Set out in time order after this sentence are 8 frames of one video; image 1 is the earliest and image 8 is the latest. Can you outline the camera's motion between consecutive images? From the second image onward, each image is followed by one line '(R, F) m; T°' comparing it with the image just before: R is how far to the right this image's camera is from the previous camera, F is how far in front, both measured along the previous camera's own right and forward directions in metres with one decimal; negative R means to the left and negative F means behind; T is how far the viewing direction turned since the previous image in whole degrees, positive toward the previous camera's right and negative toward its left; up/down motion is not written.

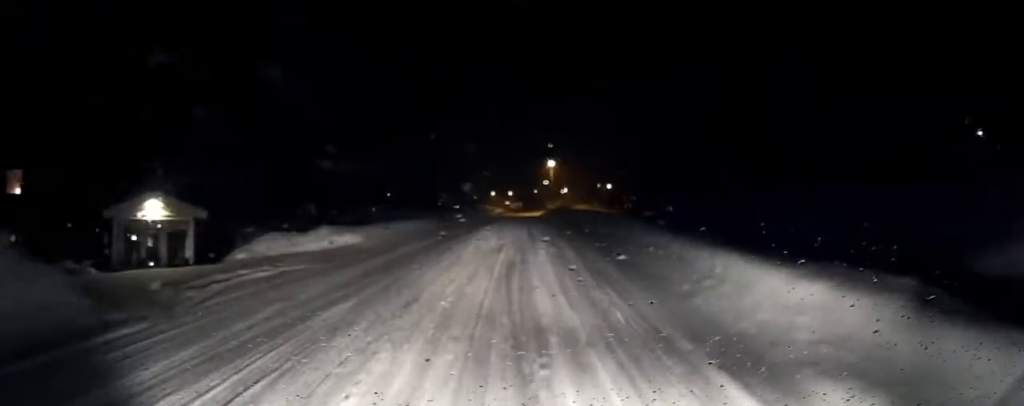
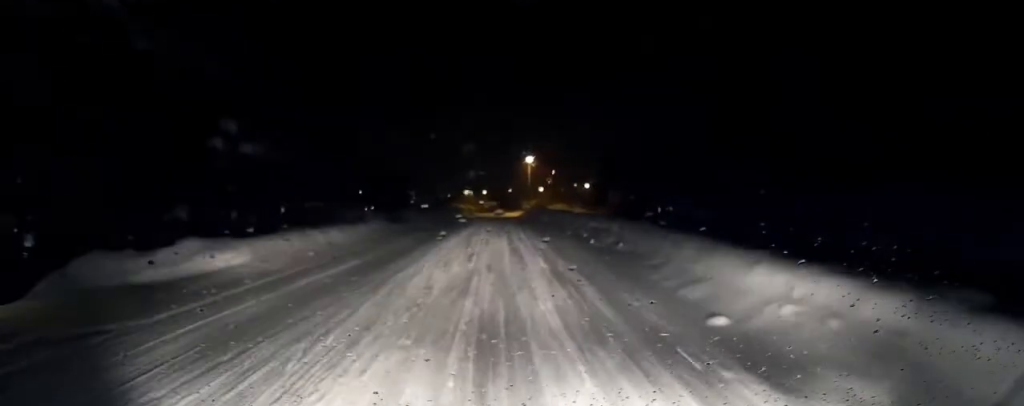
(+0.4, +7.4) m; +3°
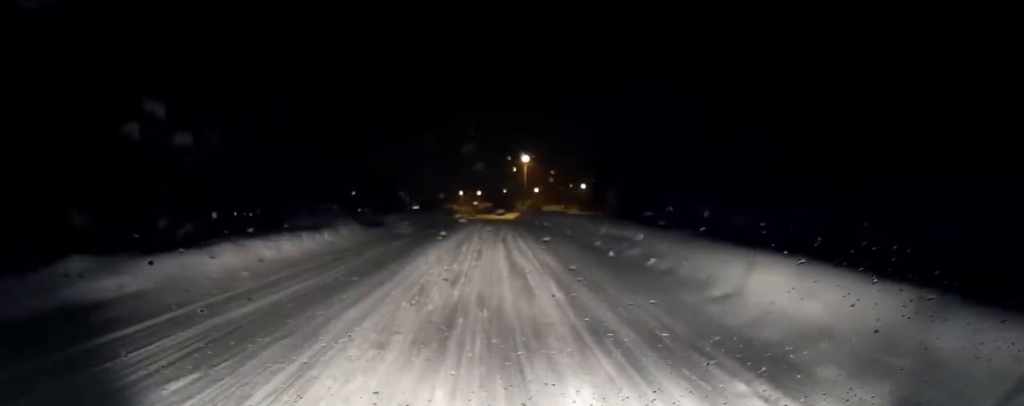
(0.0, +3.7) m; 0°
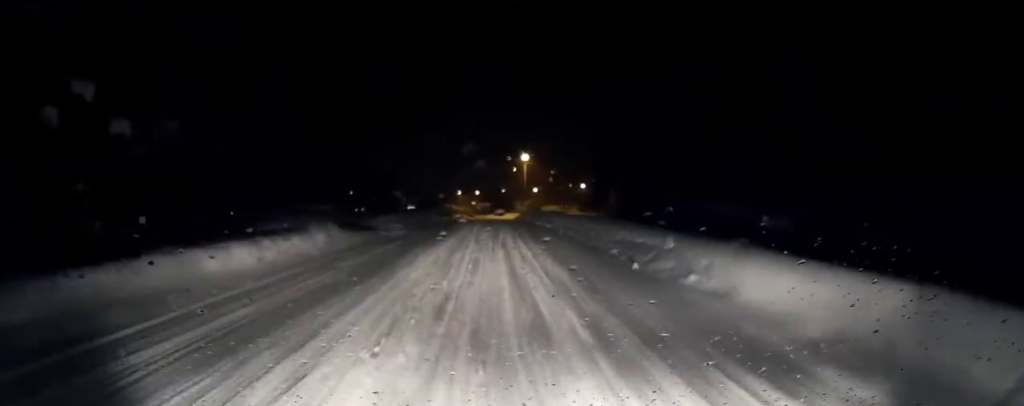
(-0.1, +2.7) m; -1°
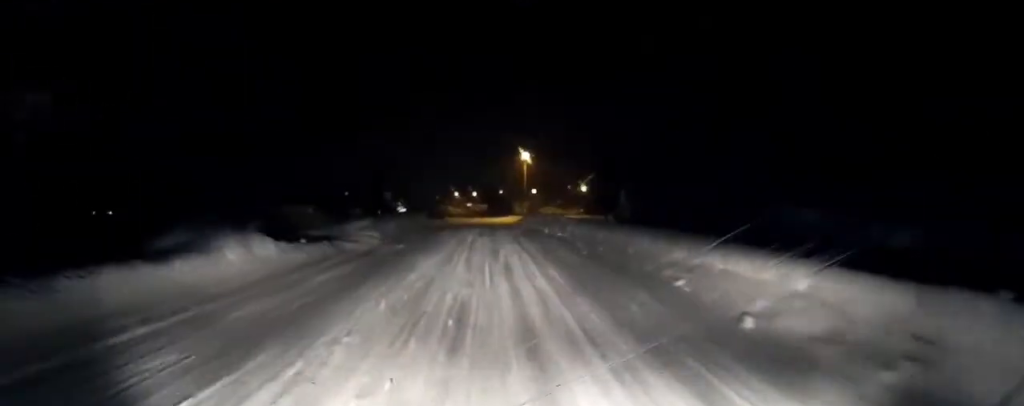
(0.0, +5.7) m; 0°
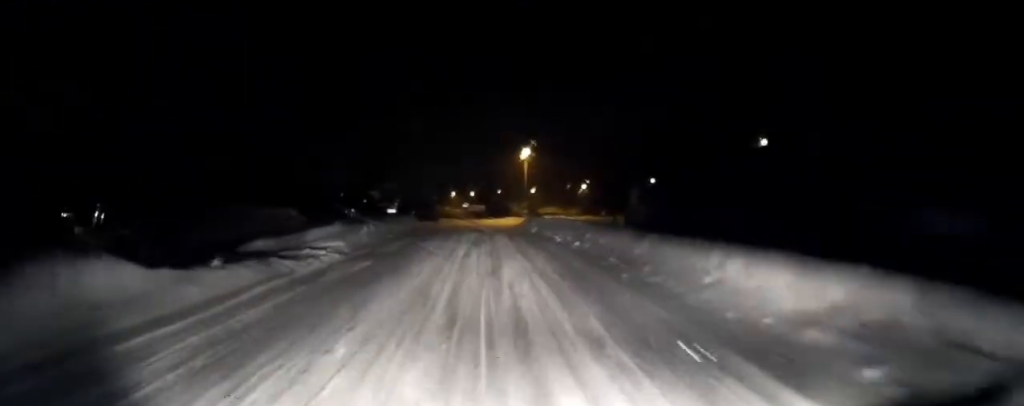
(+0.1, +5.6) m; +2°
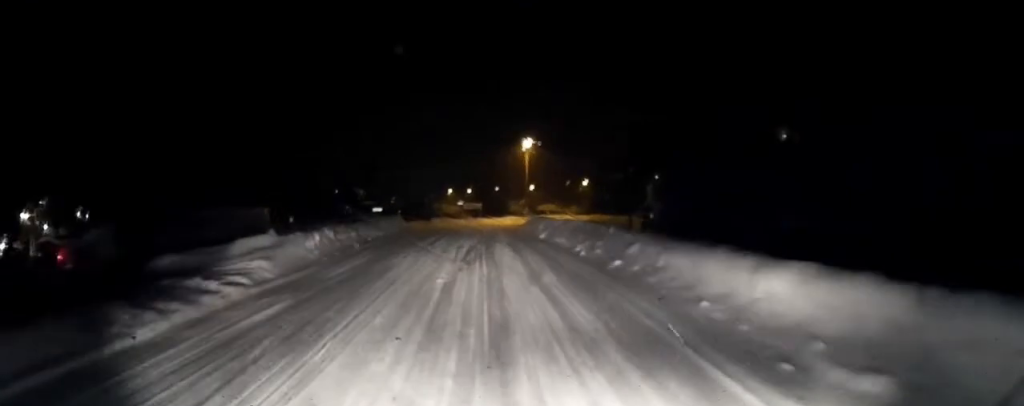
(+0.2, +6.5) m; +2°
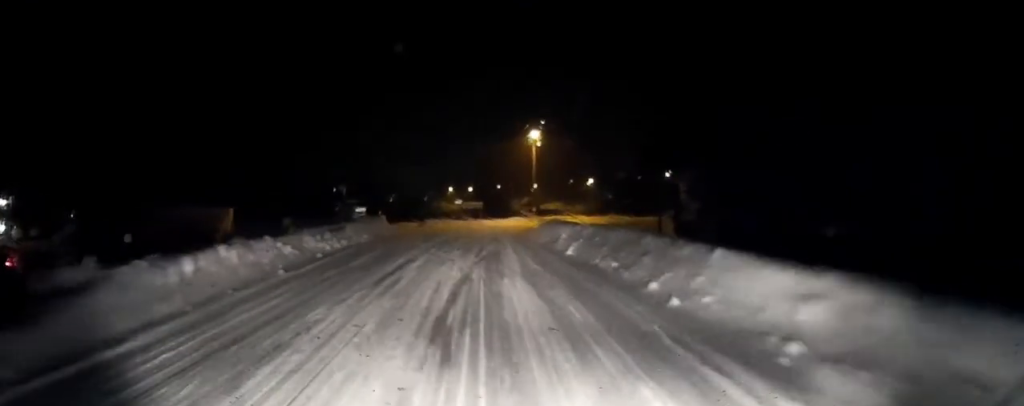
(0.0, +7.6) m; -1°
